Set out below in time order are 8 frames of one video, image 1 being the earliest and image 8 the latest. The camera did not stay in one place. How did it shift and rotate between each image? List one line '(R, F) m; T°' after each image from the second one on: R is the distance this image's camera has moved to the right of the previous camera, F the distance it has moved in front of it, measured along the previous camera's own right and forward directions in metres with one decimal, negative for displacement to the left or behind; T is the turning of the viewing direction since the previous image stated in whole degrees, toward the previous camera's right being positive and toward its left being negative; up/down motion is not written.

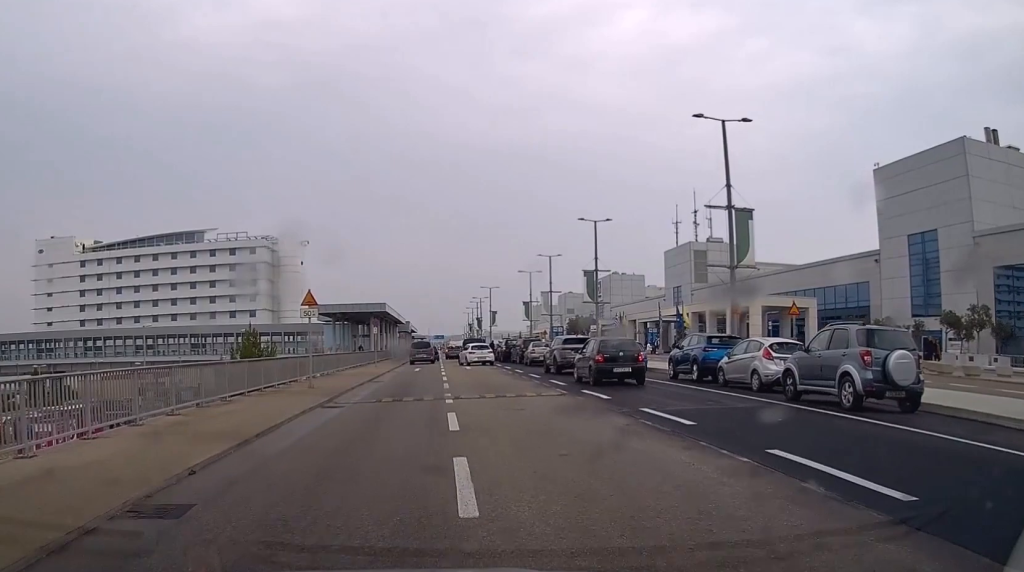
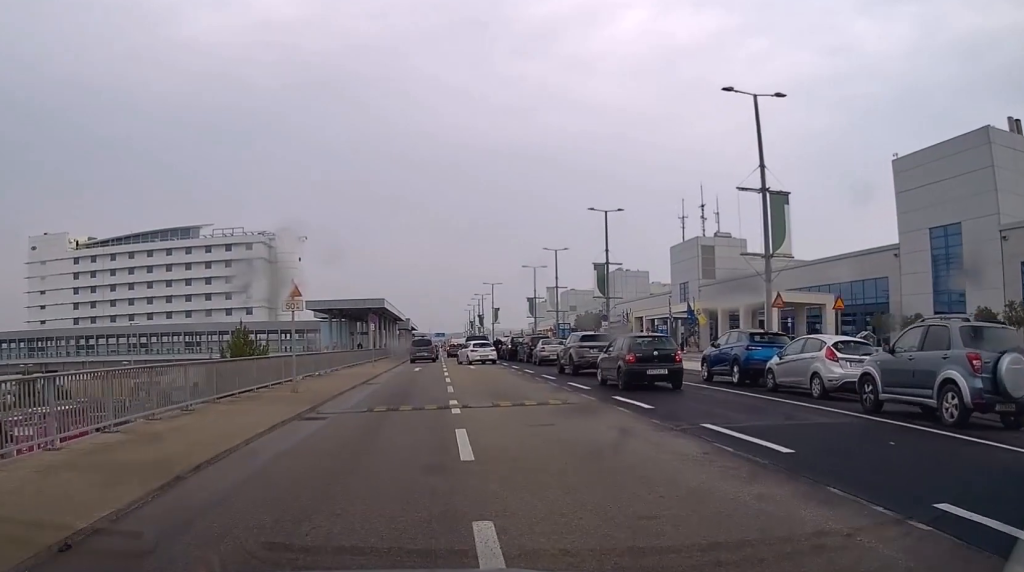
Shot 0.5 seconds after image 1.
(0.0, +3.1) m; +1°
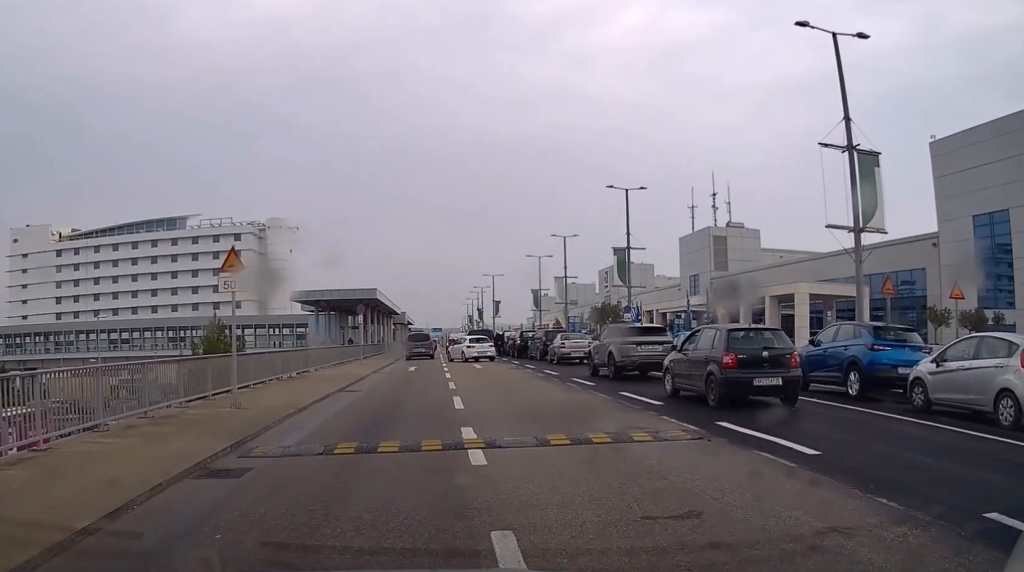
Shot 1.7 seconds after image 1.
(0.0, +6.6) m; 0°
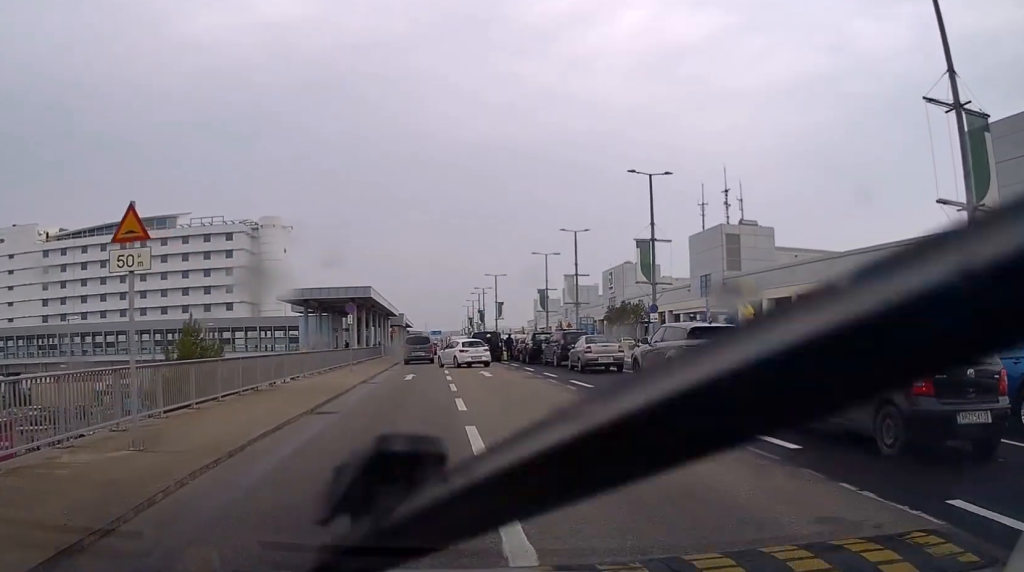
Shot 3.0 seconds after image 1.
(-0.1, +6.0) m; +1°
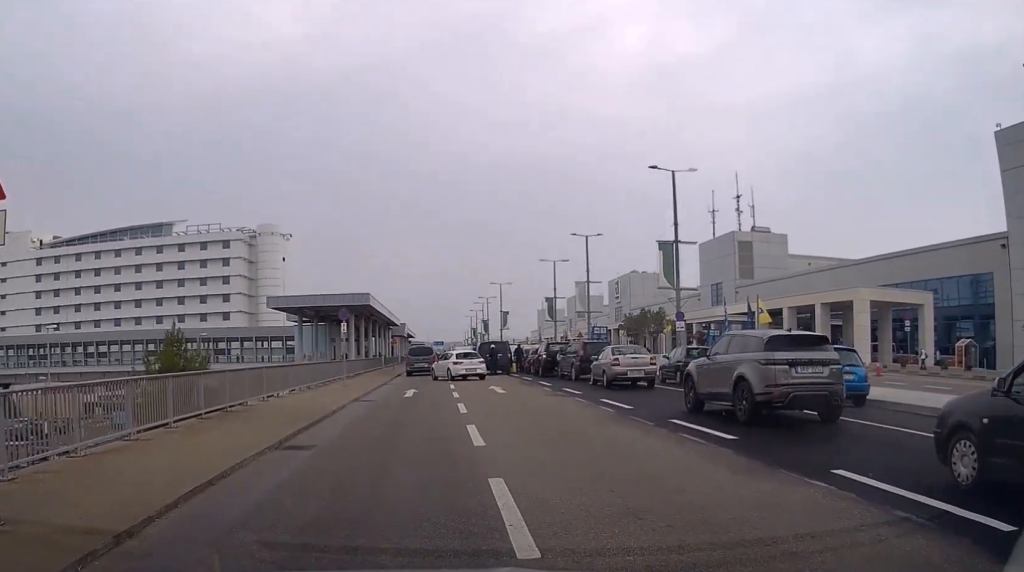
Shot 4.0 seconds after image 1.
(+0.1, +3.9) m; +3°
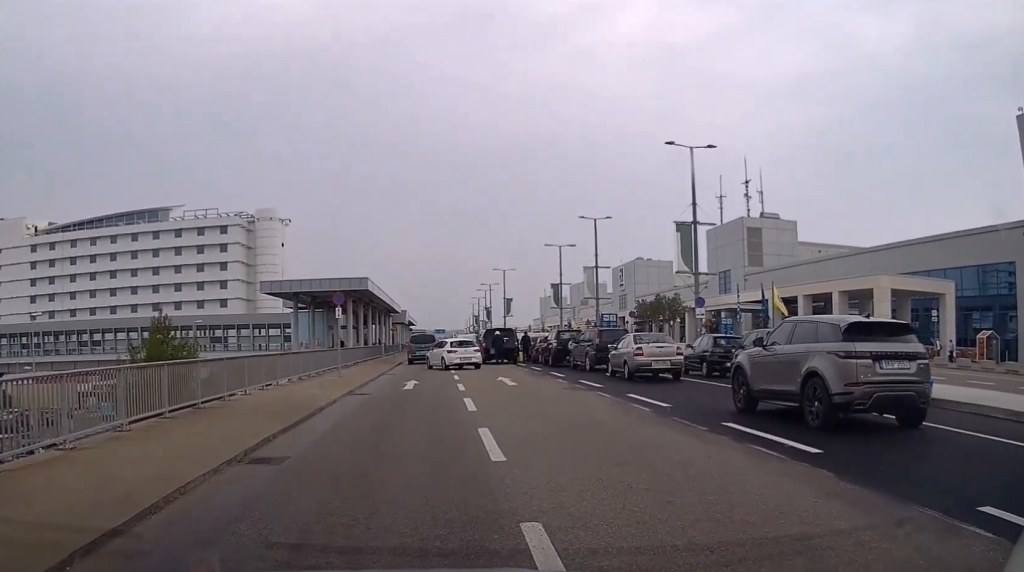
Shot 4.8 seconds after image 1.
(+0.1, +2.5) m; 0°
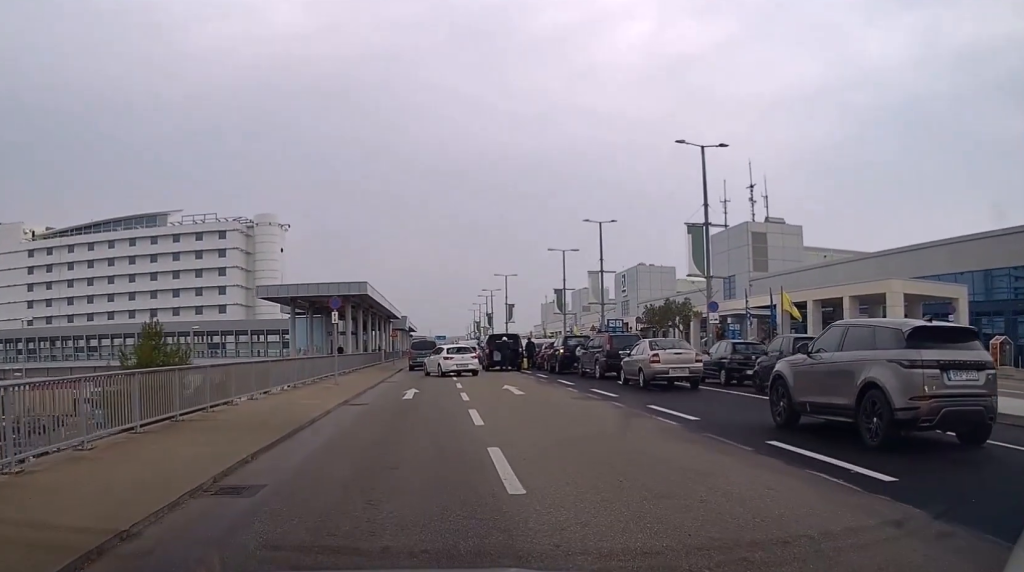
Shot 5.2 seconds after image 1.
(-0.1, +1.5) m; -2°
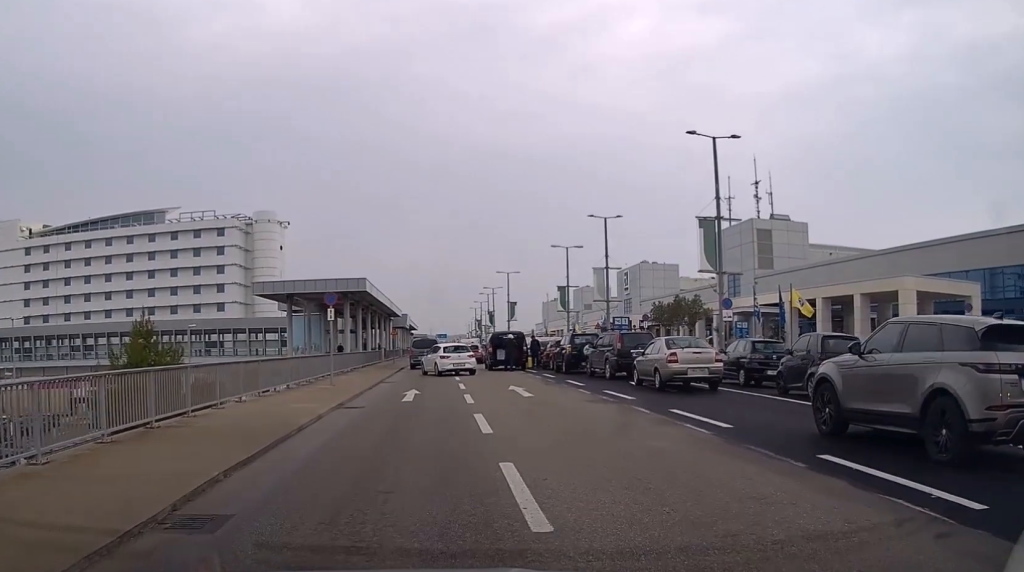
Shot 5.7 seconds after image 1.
(0.0, +1.4) m; -1°
